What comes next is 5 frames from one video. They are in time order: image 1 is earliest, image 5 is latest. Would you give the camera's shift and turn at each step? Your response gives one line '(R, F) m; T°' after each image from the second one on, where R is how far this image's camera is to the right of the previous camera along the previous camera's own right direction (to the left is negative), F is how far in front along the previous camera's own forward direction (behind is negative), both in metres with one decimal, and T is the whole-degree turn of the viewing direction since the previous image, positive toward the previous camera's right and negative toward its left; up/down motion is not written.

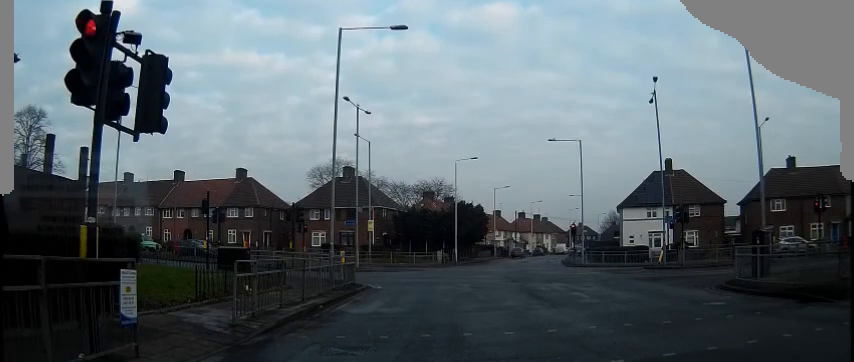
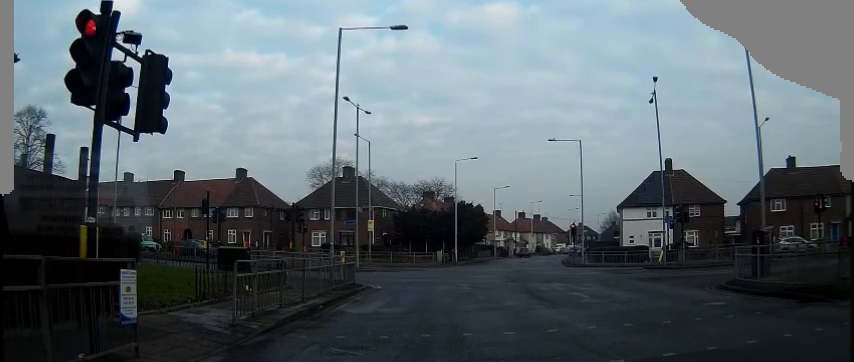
(-0.2, -0.1) m; 0°
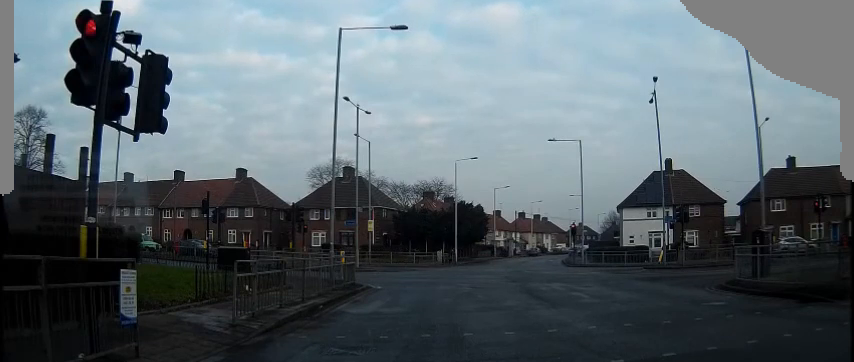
(-0.1, 0.0) m; 0°
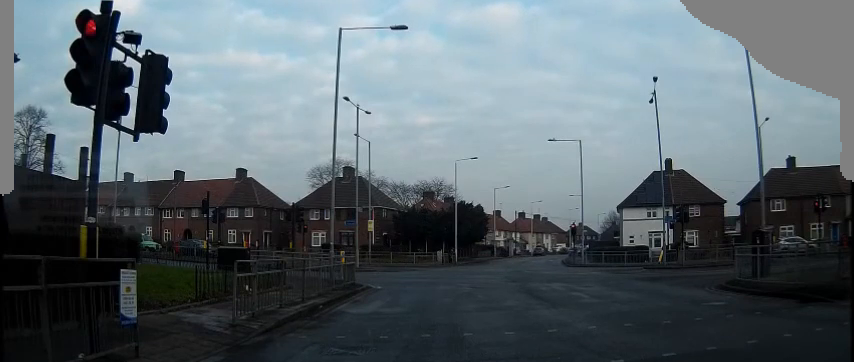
(0.0, +0.1) m; 0°
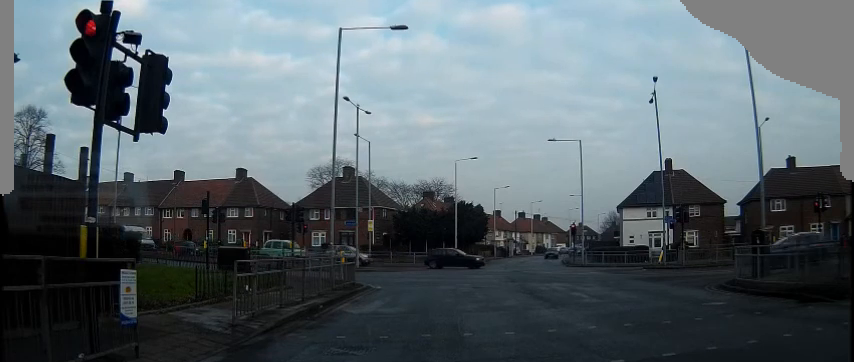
(+0.1, +0.7) m; 0°
